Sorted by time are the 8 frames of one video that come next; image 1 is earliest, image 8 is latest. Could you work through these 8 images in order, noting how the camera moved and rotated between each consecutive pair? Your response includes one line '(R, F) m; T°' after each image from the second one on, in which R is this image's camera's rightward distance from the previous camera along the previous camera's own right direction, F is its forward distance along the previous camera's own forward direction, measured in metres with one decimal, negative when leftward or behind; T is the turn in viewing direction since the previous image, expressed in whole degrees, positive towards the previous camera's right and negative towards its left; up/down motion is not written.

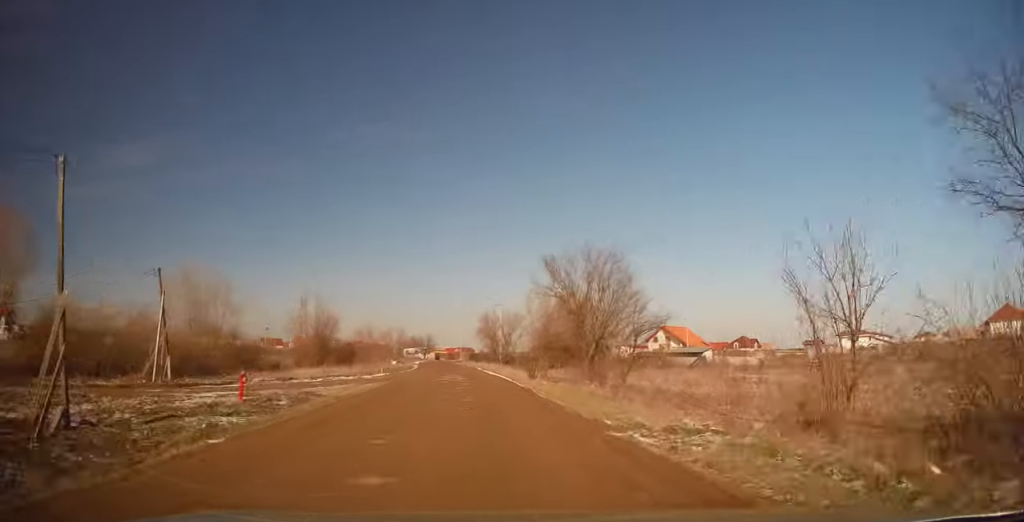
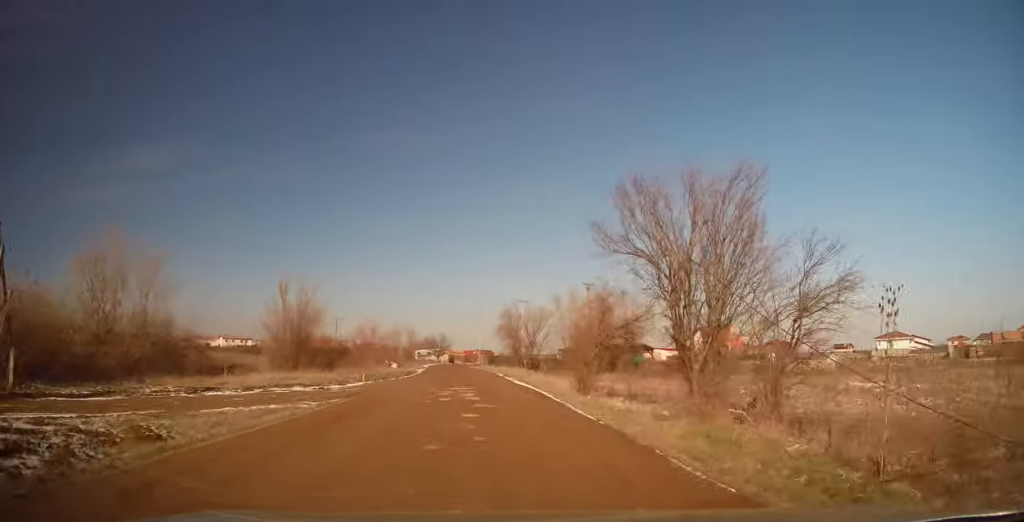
(0.0, +11.7) m; 0°
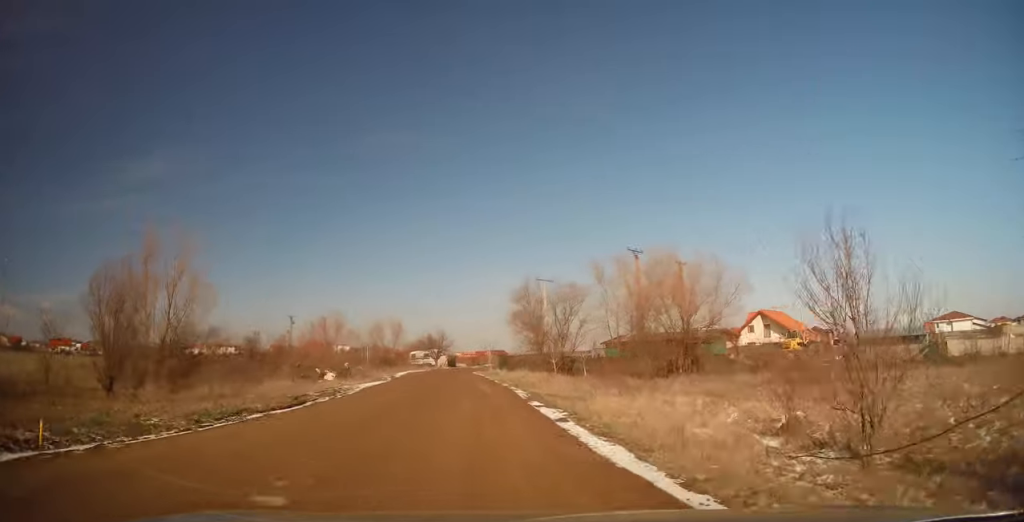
(-0.2, +22.4) m; -3°
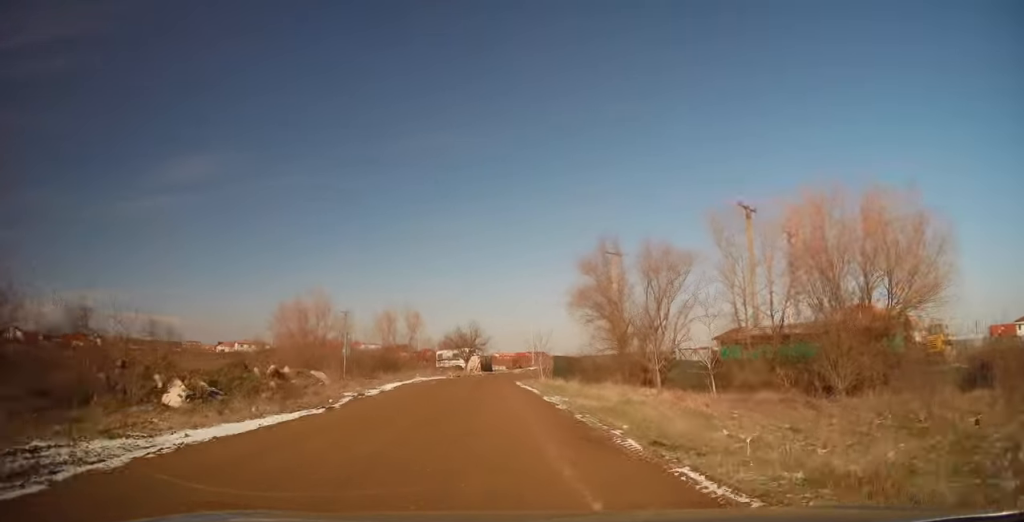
(-0.7, +17.0) m; -3°
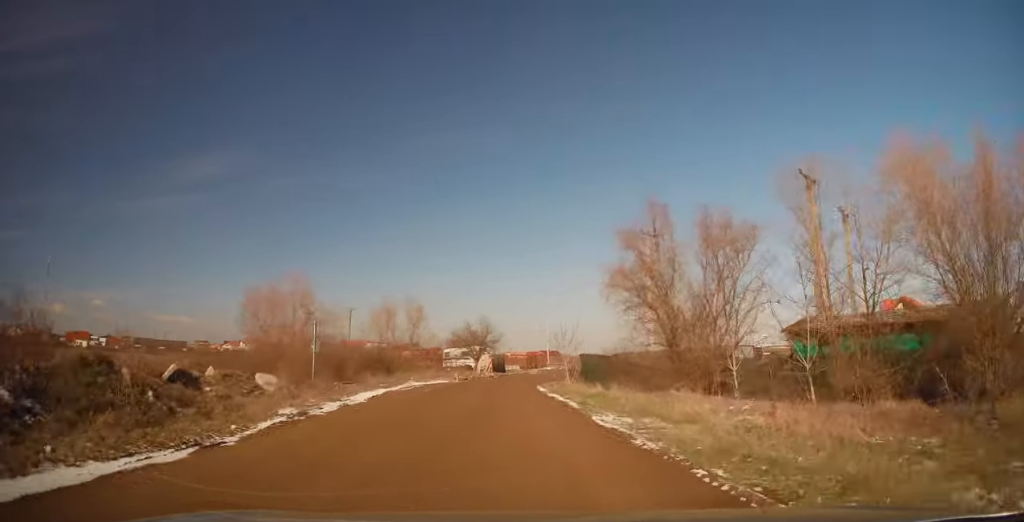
(+0.1, +6.8) m; 0°
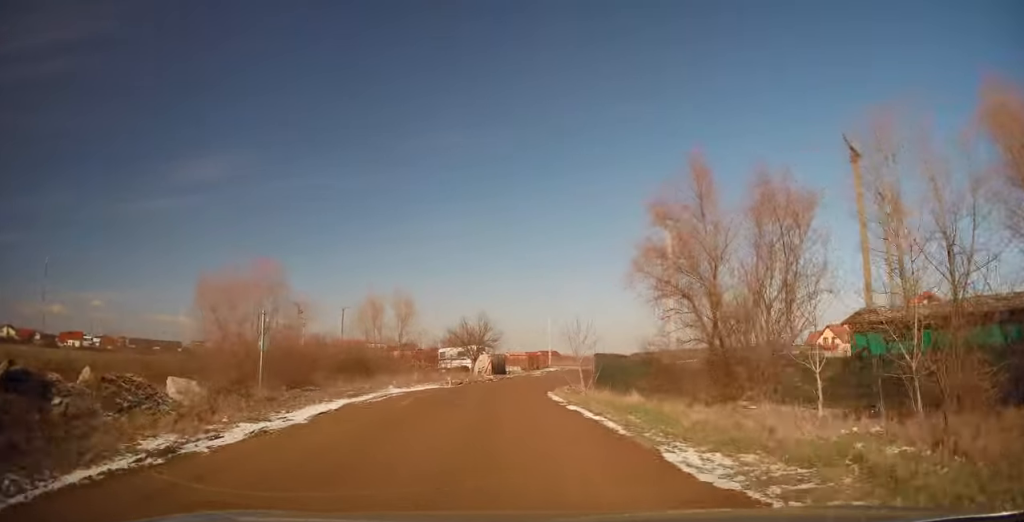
(0.0, +4.9) m; -1°
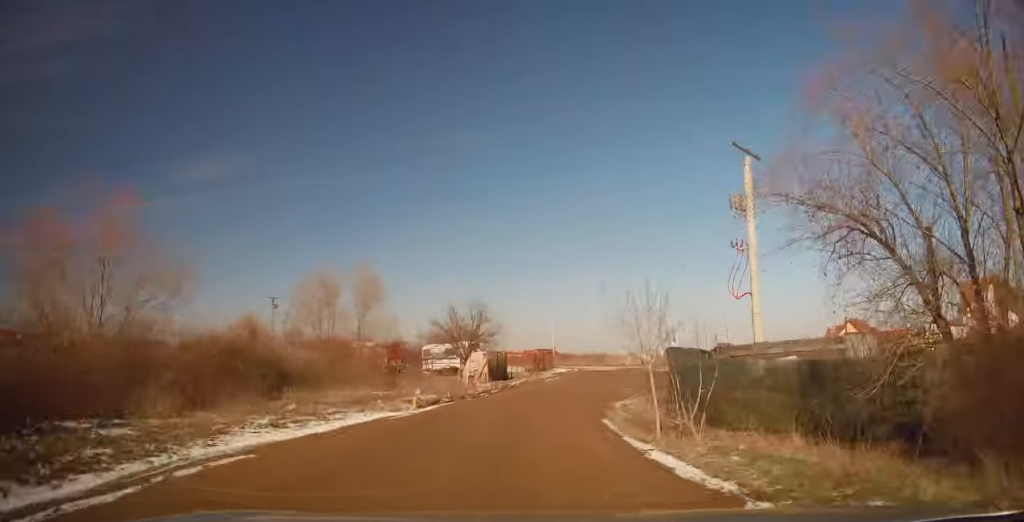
(-0.3, +11.4) m; -2°
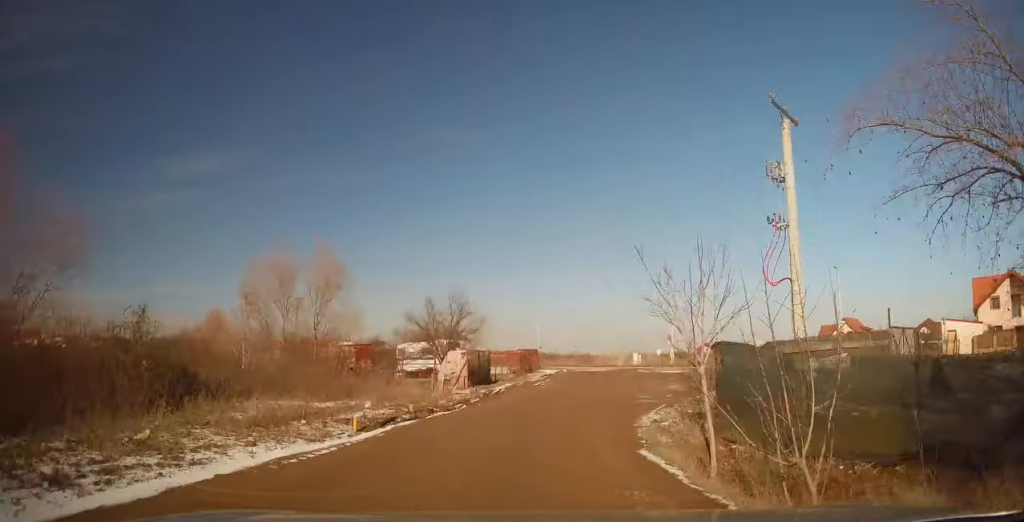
(-0.3, +4.5) m; +1°
